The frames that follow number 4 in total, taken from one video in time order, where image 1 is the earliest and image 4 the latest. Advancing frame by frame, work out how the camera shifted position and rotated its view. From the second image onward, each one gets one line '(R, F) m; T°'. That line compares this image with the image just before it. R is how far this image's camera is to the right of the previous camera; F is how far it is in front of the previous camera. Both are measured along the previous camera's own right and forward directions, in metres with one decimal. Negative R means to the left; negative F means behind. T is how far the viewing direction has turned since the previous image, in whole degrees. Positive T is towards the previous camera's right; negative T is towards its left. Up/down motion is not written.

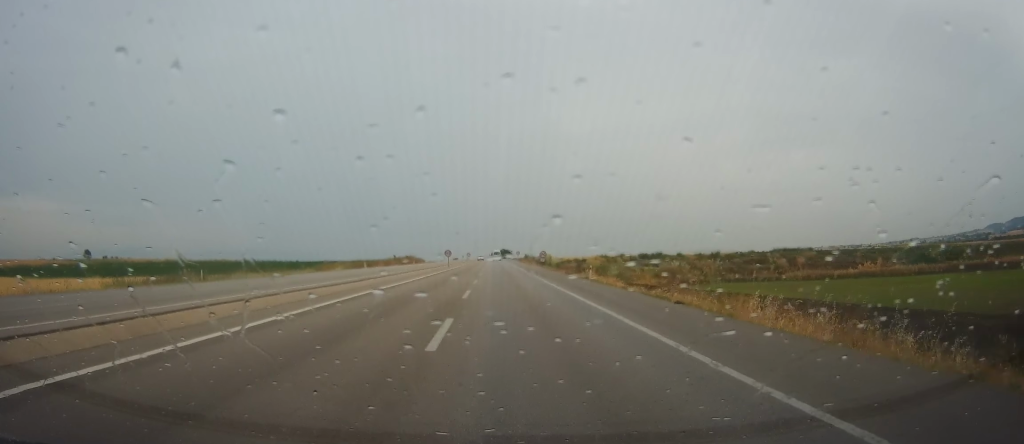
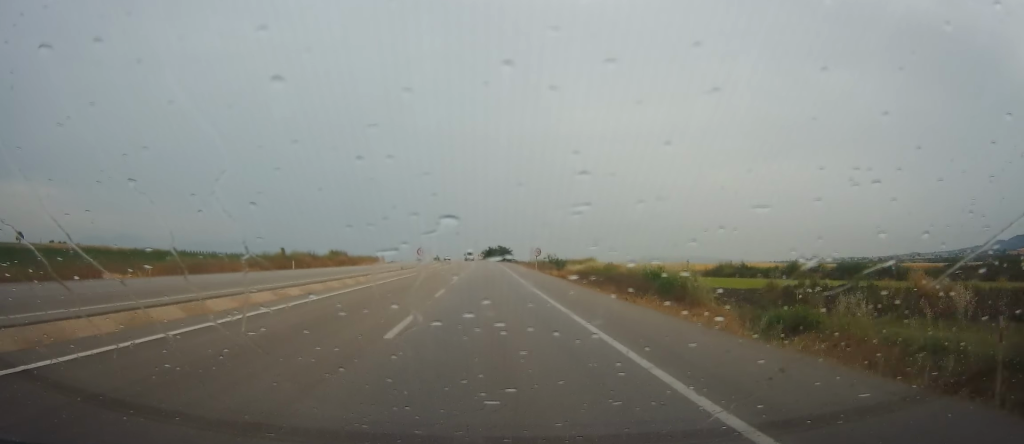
(+0.3, +89.5) m; 0°
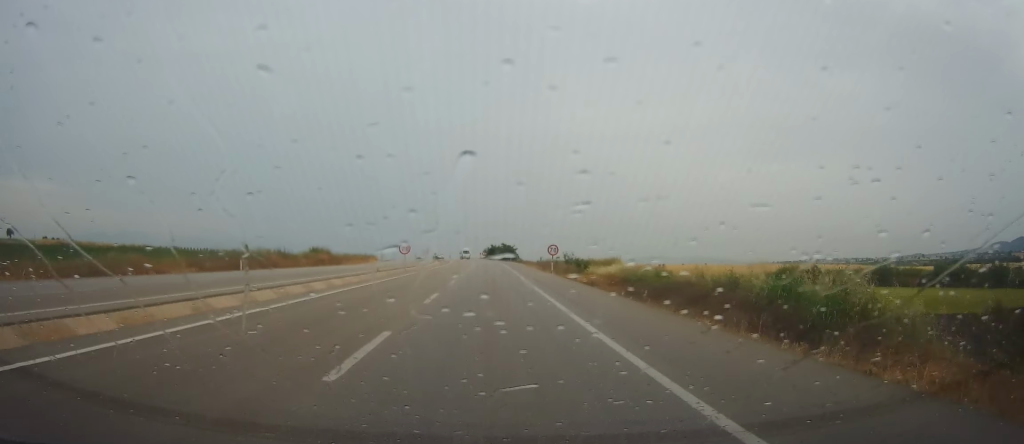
(-0.3, +14.9) m; 0°
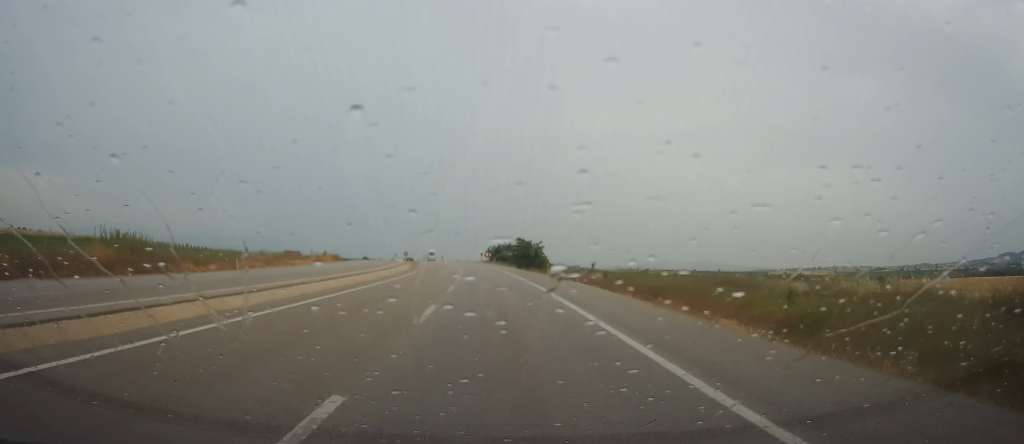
(-0.2, +62.6) m; -1°
